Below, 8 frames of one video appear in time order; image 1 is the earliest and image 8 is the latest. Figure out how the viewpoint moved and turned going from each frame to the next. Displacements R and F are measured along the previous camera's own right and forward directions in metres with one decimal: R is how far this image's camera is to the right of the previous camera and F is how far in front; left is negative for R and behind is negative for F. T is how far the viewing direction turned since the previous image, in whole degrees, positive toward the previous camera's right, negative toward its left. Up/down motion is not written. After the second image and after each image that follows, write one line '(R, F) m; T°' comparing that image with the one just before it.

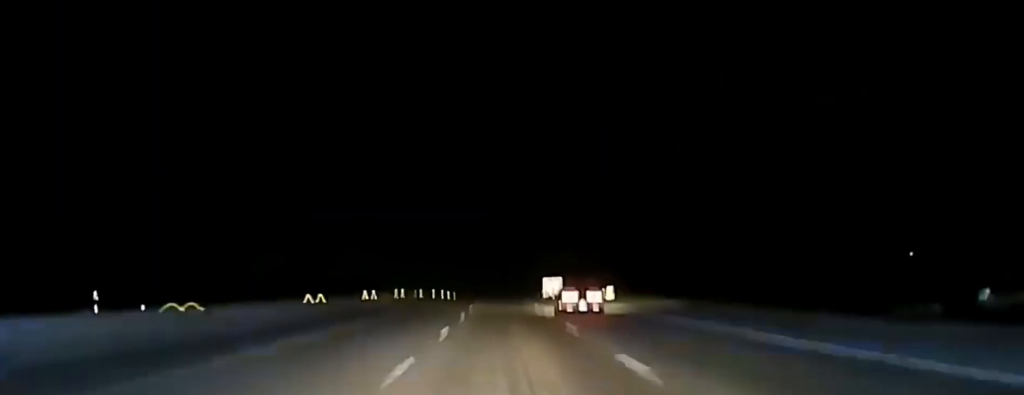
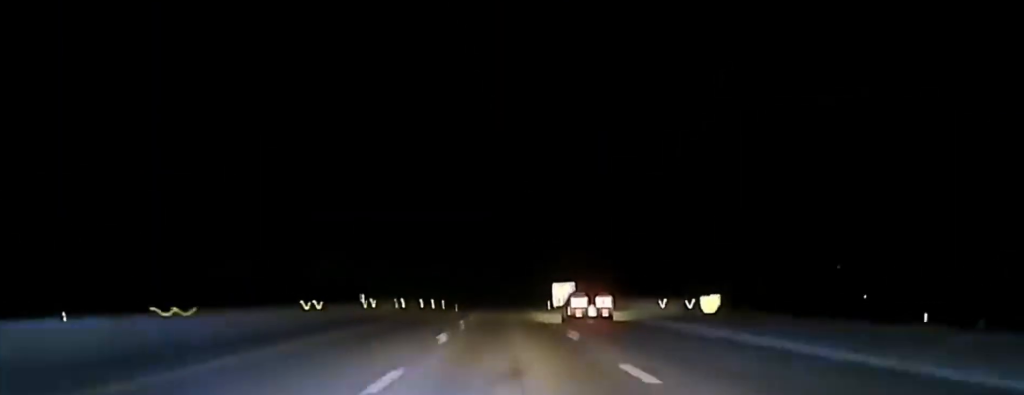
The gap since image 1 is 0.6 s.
(0.0, +37.0) m; 0°
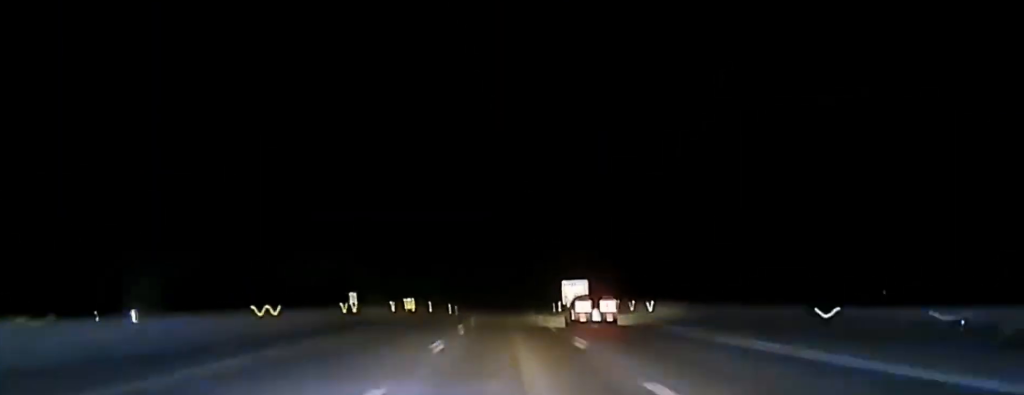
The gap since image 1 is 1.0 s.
(+0.1, +24.7) m; 0°
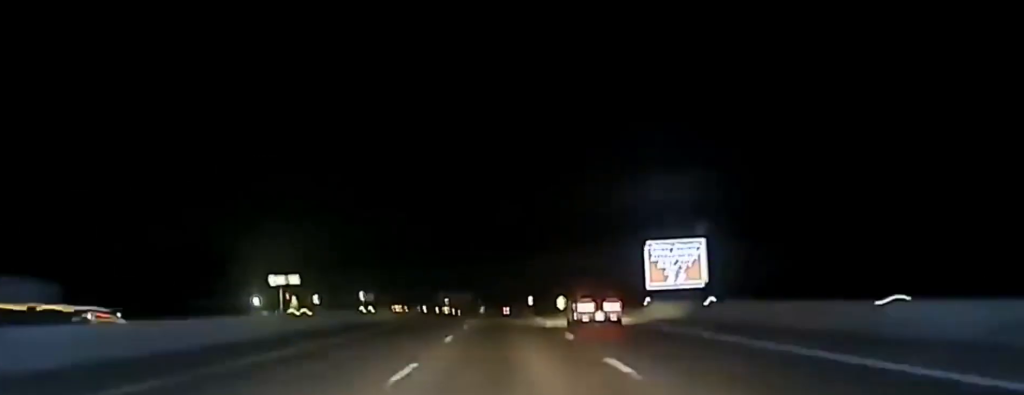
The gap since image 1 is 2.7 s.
(-0.3, +105.2) m; 0°
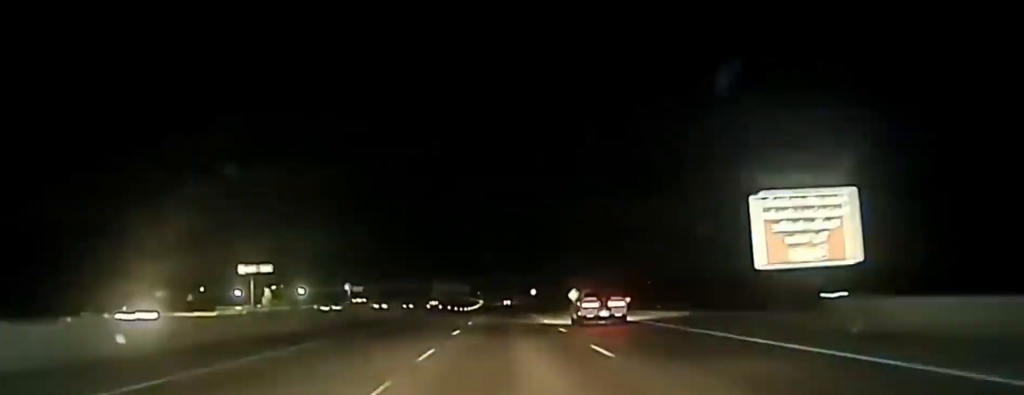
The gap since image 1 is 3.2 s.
(+0.3, +33.0) m; 0°
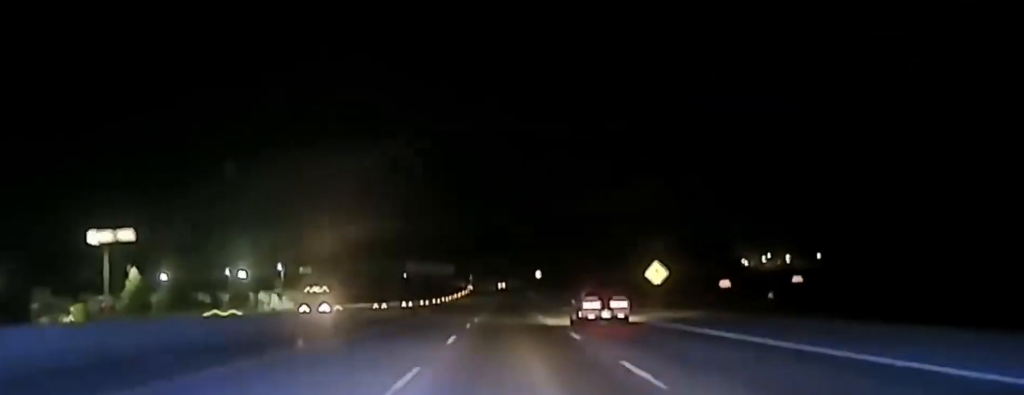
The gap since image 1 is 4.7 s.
(-0.3, +92.7) m; 0°
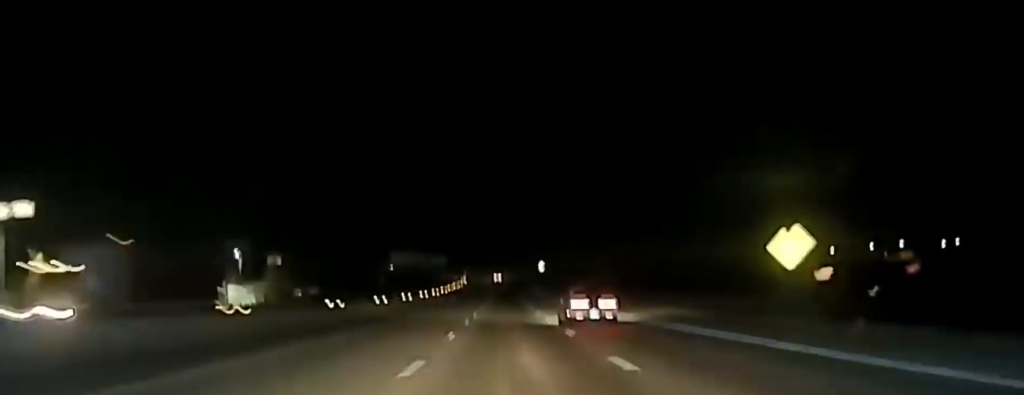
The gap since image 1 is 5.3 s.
(+0.2, +35.0) m; 0°
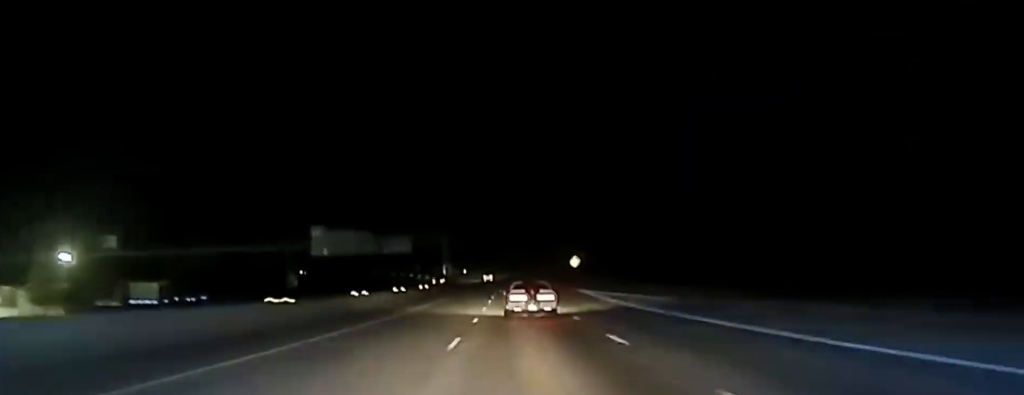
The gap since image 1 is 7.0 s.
(-0.8, +104.9) m; -1°
